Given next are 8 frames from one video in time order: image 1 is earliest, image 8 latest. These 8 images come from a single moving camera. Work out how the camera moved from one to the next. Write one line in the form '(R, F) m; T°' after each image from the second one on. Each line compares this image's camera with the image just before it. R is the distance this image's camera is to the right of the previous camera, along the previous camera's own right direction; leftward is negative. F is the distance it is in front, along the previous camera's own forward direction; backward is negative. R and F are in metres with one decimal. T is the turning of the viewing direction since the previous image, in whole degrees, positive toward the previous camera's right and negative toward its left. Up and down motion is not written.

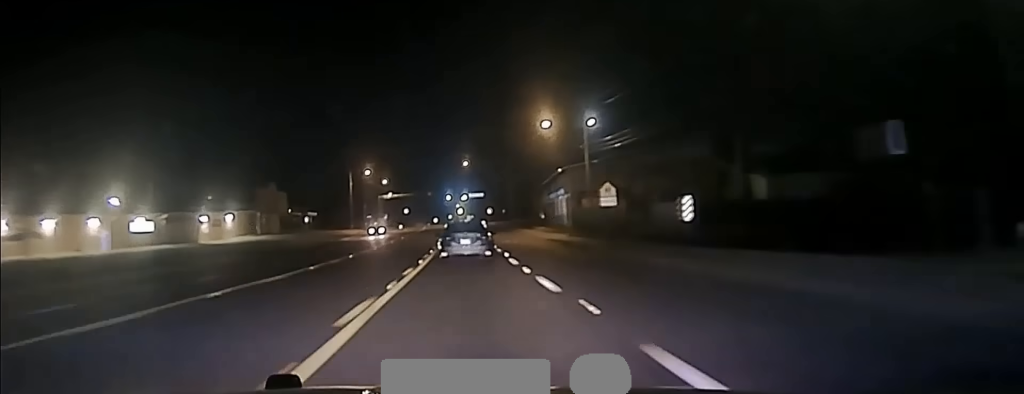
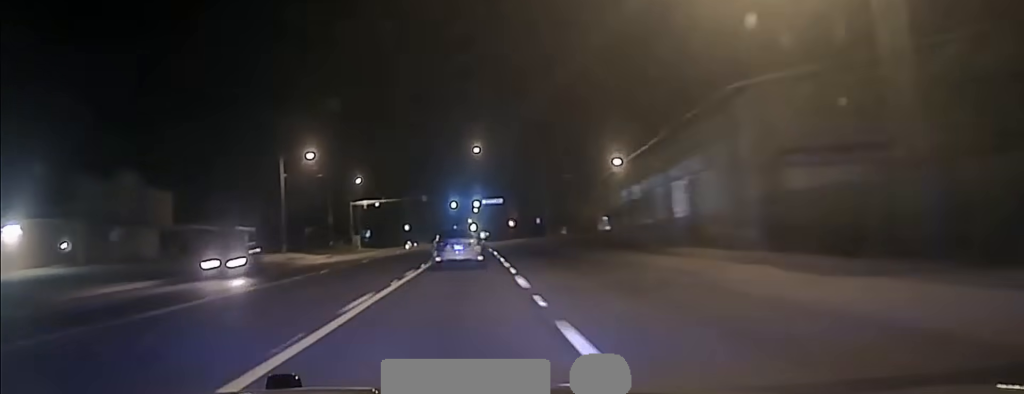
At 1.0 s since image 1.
(-1.3, +59.4) m; -1°
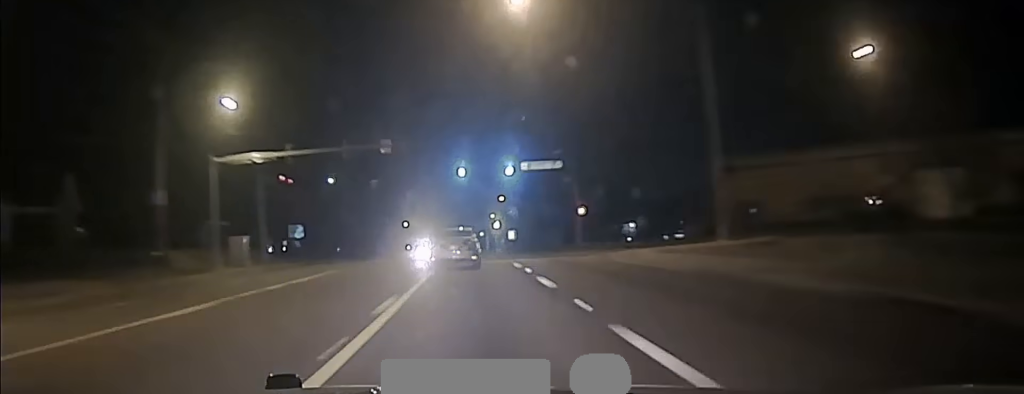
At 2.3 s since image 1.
(-0.5, +71.0) m; -1°
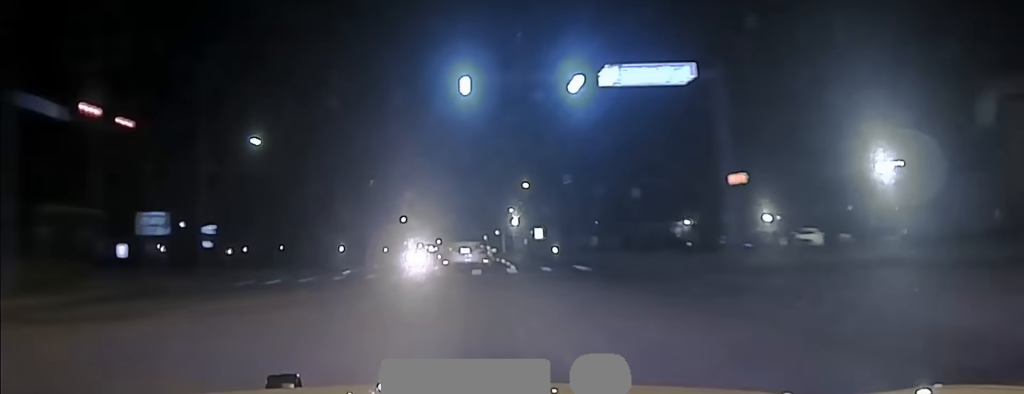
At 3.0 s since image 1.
(-0.1, +40.3) m; 0°
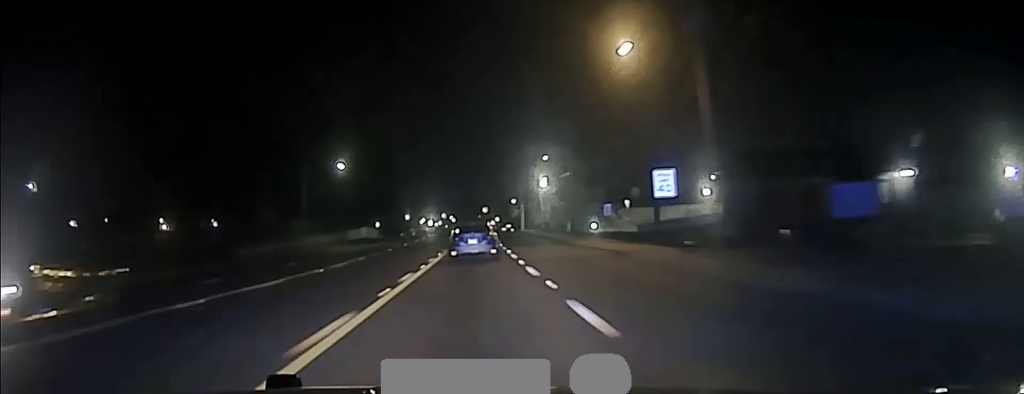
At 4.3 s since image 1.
(-0.8, +78.0) m; -1°
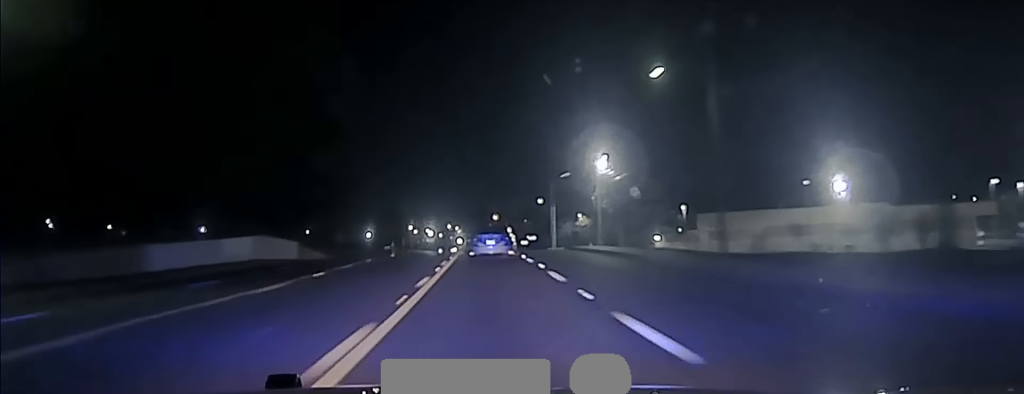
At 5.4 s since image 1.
(-0.1, +60.7) m; 0°
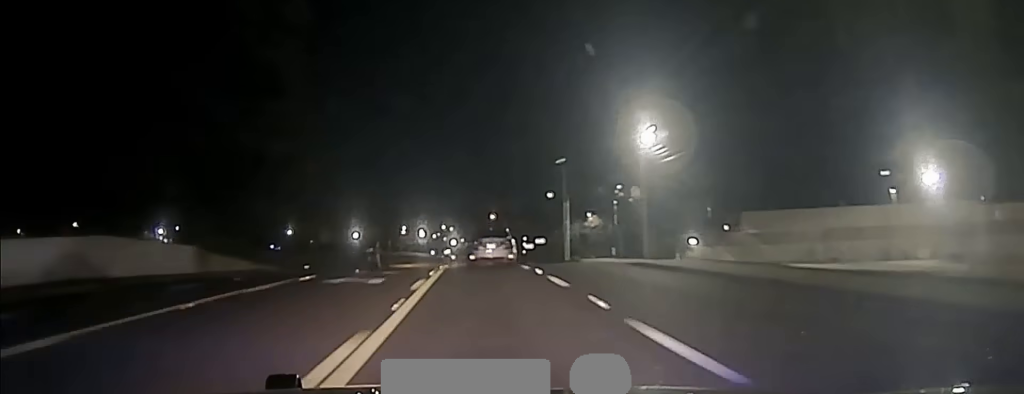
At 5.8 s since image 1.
(-0.1, +23.0) m; 0°
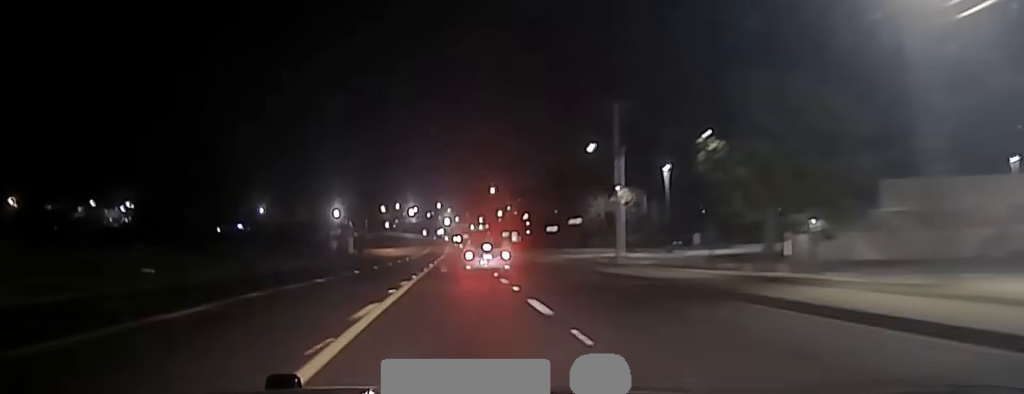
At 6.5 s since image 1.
(+0.4, +40.9) m; 0°
